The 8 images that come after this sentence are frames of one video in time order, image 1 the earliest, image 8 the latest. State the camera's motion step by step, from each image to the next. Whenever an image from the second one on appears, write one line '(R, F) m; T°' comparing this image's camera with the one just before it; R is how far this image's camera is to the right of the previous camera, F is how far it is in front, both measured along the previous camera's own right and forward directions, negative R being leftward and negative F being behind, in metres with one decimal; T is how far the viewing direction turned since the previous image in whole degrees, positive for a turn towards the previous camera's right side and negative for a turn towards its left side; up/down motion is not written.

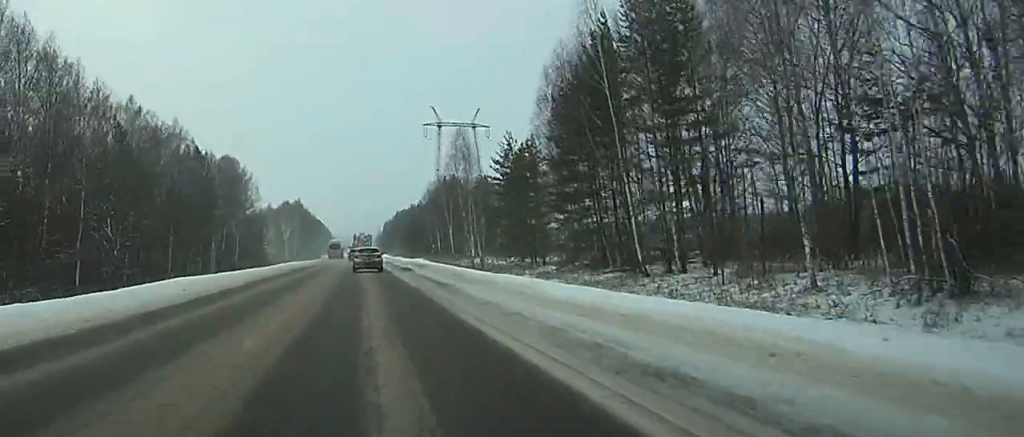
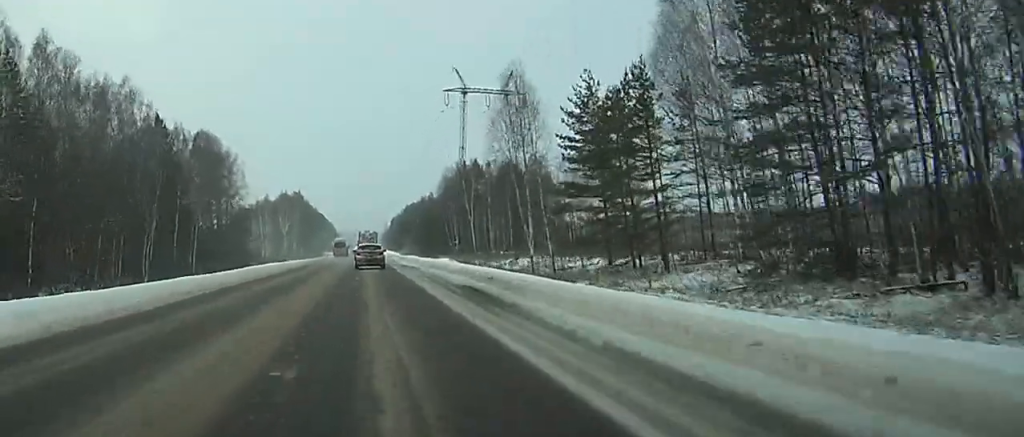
(0.0, +39.5) m; -1°
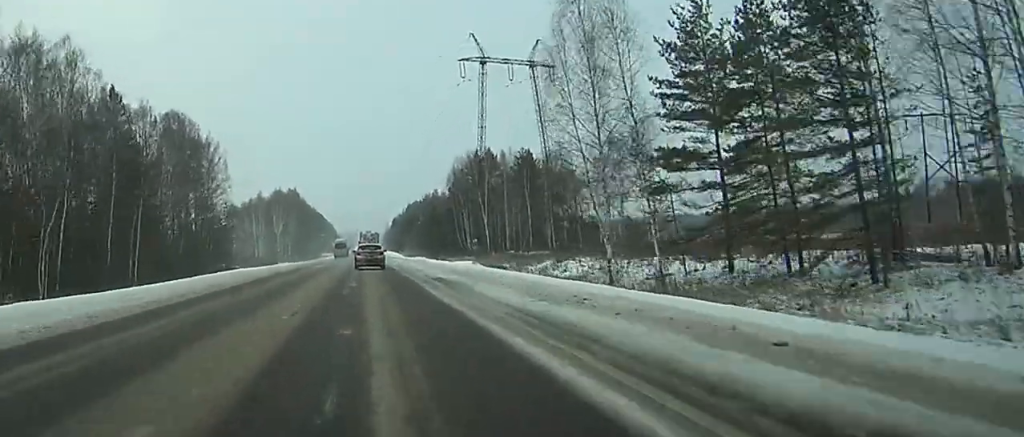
(-0.3, +25.5) m; 0°
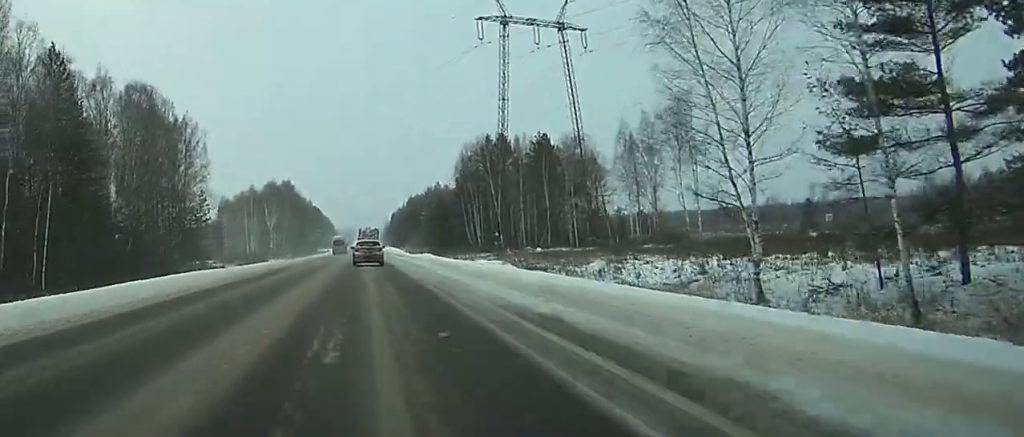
(+0.1, +20.6) m; +1°
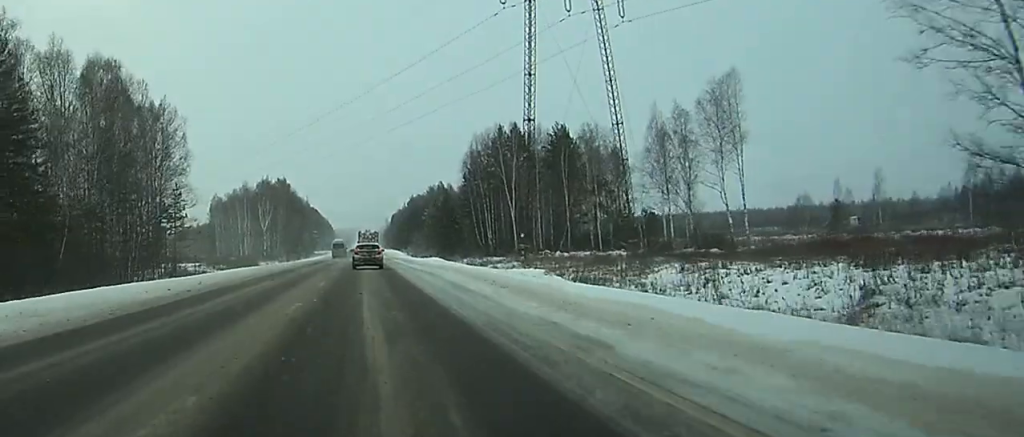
(+0.2, +16.4) m; +1°
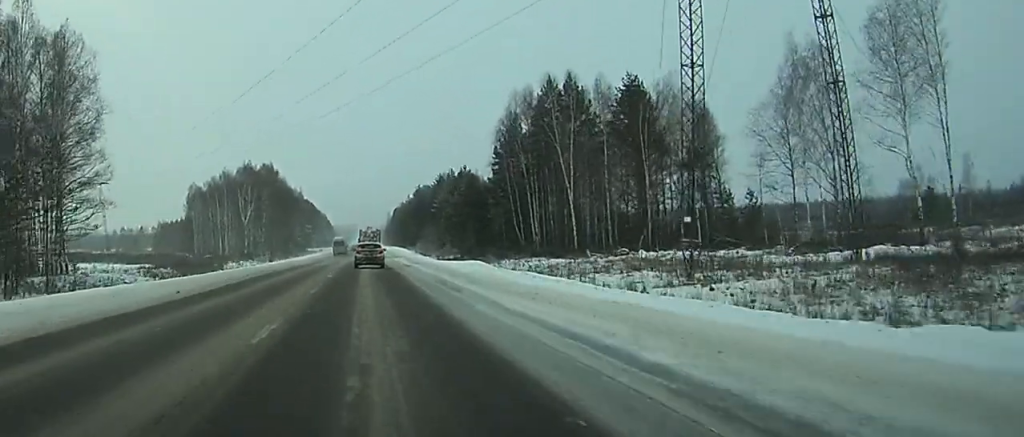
(-0.4, +41.4) m; -1°
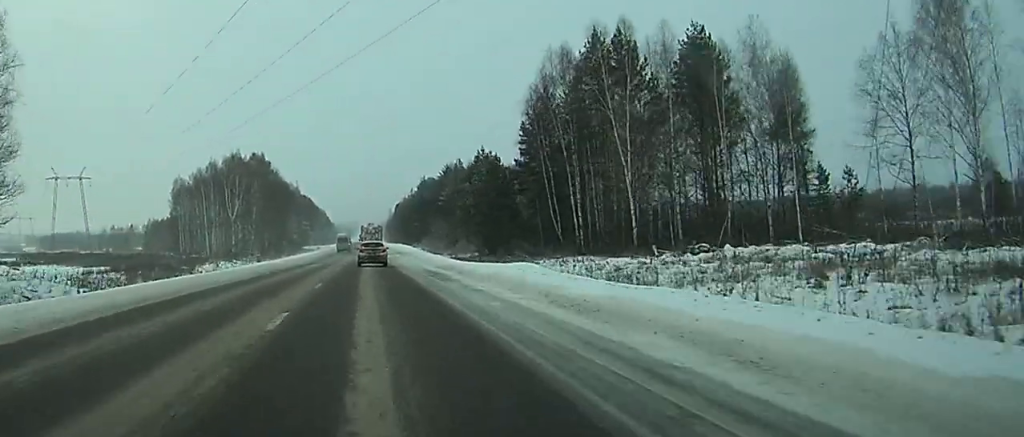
(-0.1, +22.7) m; 0°
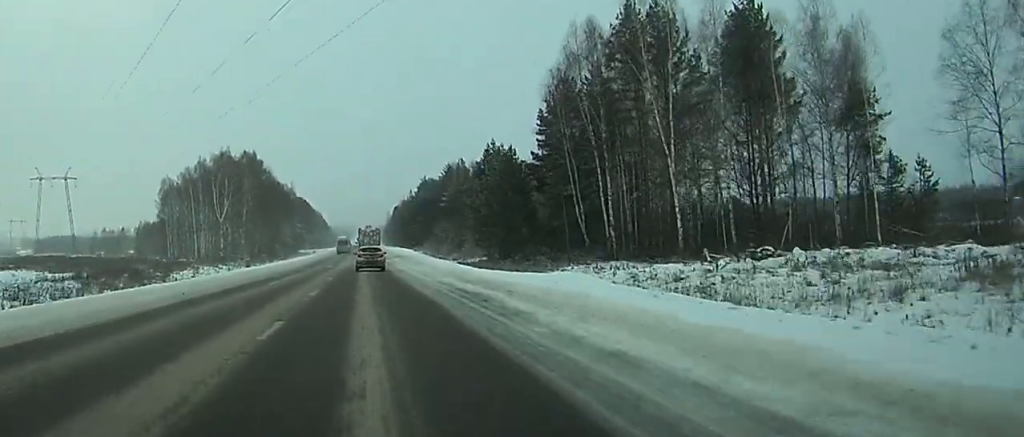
(-0.2, +12.5) m; +1°
